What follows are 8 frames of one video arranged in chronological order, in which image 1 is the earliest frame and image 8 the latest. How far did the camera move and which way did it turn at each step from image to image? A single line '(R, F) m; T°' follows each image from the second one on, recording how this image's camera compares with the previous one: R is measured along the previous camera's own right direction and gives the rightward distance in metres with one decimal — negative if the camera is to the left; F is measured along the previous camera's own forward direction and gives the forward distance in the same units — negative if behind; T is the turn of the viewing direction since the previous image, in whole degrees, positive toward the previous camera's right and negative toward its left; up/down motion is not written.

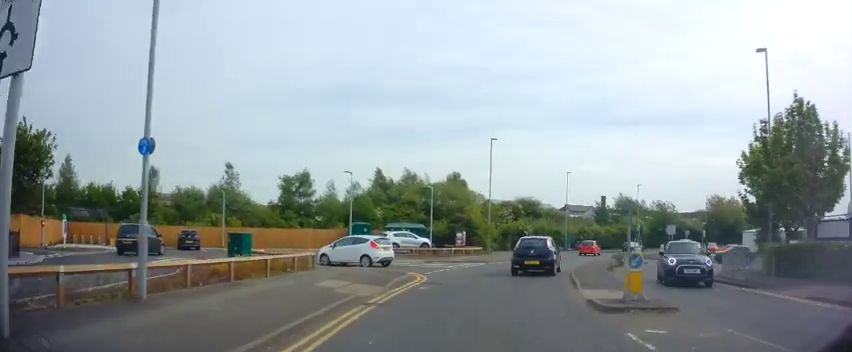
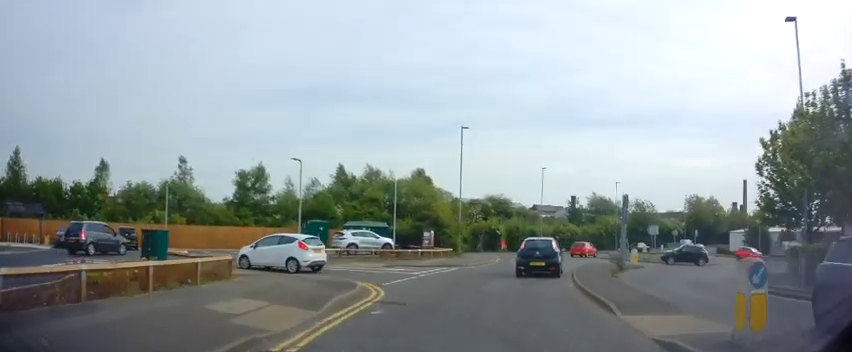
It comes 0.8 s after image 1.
(+0.1, +4.3) m; +3°
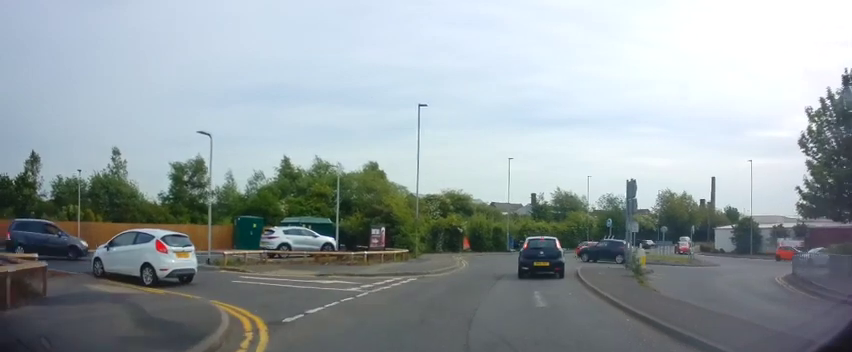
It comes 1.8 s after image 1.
(+0.2, +5.9) m; +4°
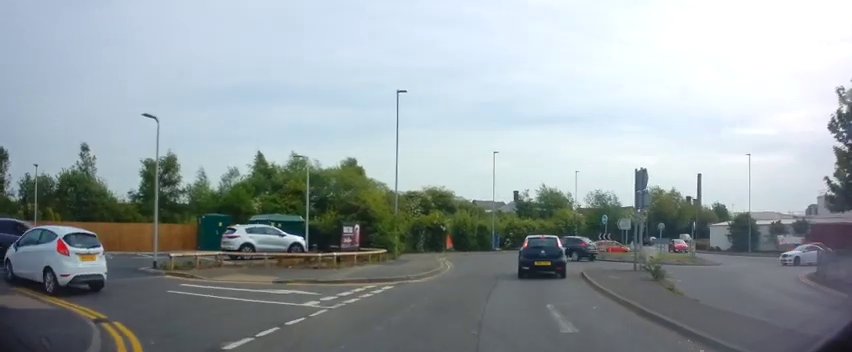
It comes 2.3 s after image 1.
(0.0, +2.9) m; +3°
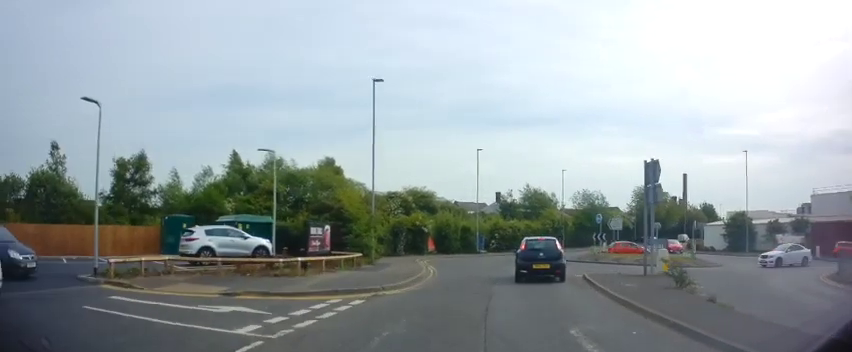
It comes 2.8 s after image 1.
(+0.1, +2.5) m; +4°
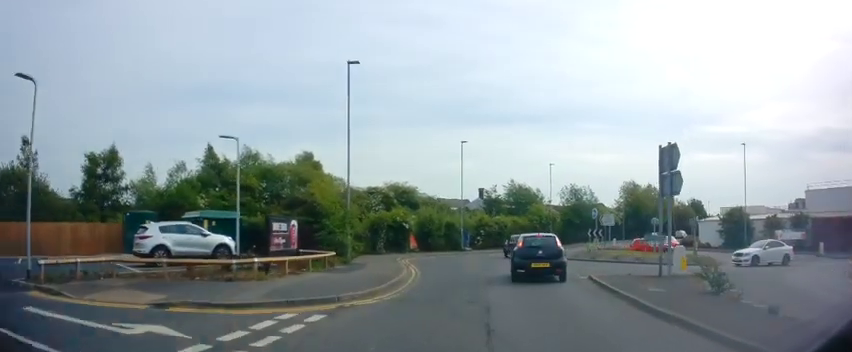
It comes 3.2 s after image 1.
(-0.1, +2.5) m; +4°
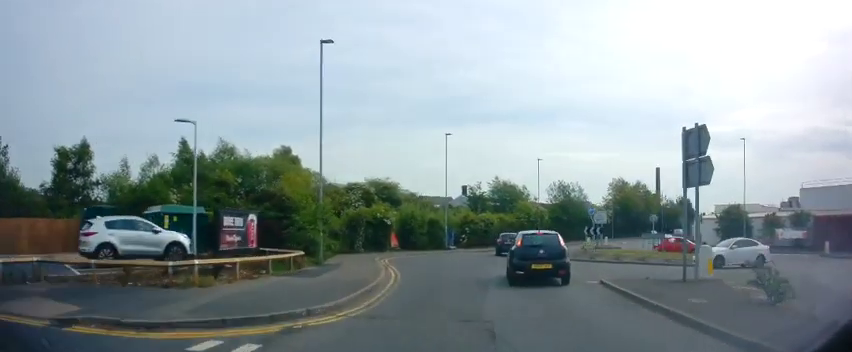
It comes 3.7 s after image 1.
(+0.2, +2.4) m; +2°
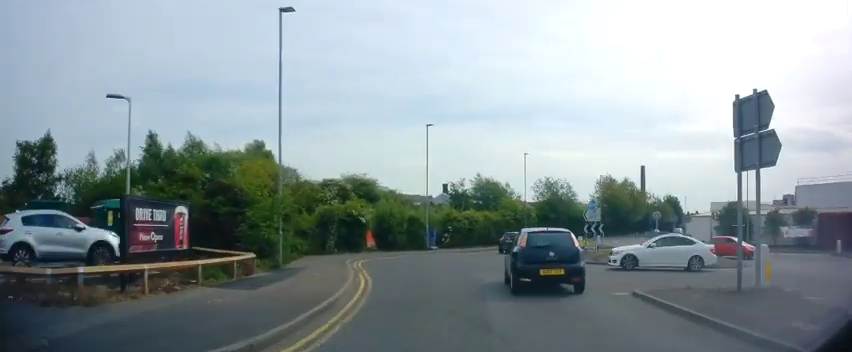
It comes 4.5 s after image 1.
(+0.2, +3.4) m; +1°
